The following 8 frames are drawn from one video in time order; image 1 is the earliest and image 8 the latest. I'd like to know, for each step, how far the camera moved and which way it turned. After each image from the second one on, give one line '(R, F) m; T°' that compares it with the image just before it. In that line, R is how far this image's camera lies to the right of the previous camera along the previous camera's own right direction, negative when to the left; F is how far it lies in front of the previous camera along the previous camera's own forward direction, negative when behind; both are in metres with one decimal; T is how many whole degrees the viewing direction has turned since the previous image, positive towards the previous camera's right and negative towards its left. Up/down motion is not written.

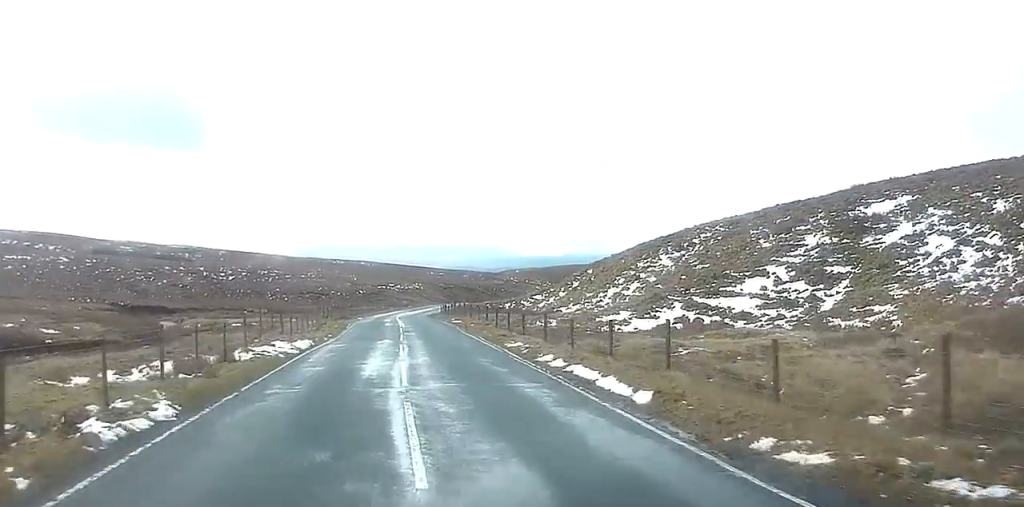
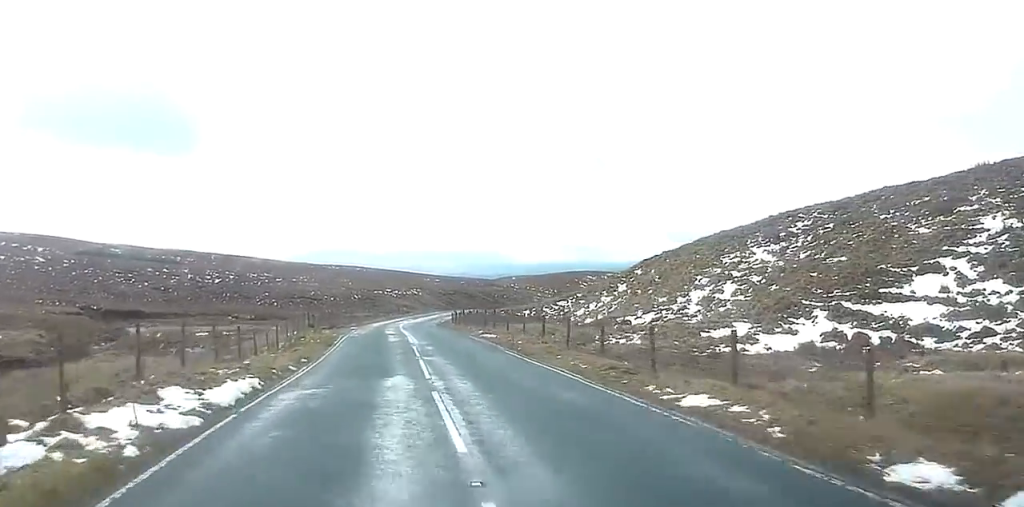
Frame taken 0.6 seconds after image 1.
(+0.3, +15.0) m; +1°
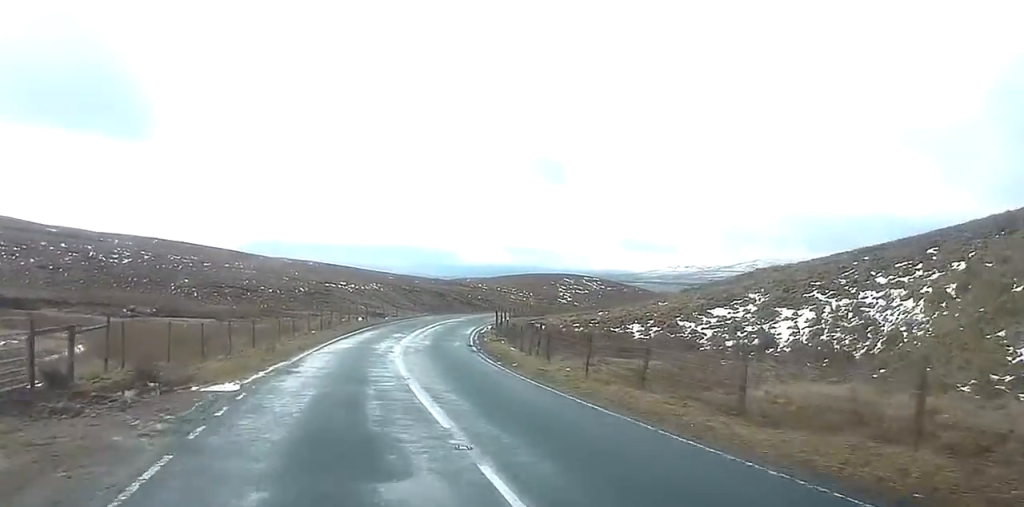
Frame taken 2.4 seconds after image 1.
(+1.5, +48.0) m; +4°
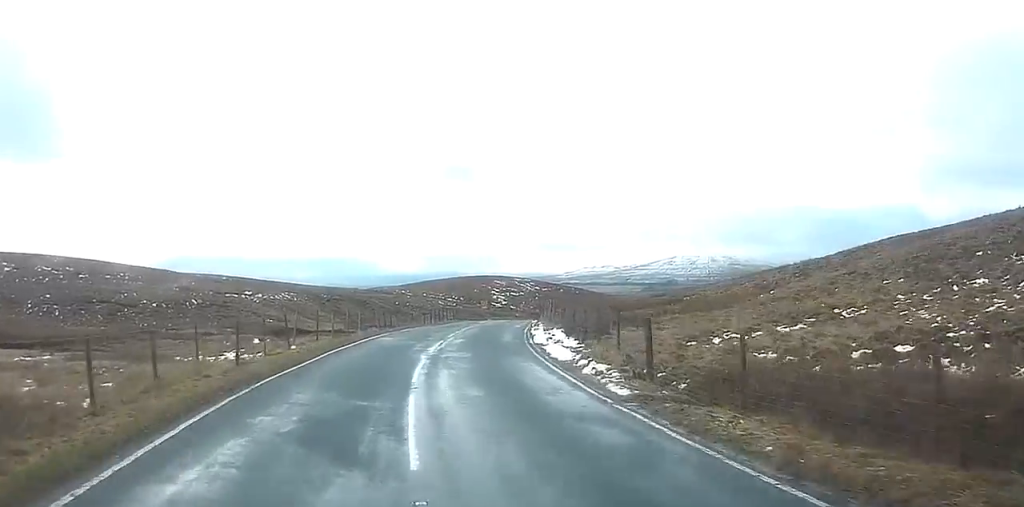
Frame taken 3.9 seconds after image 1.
(+1.1, +35.7) m; +5°
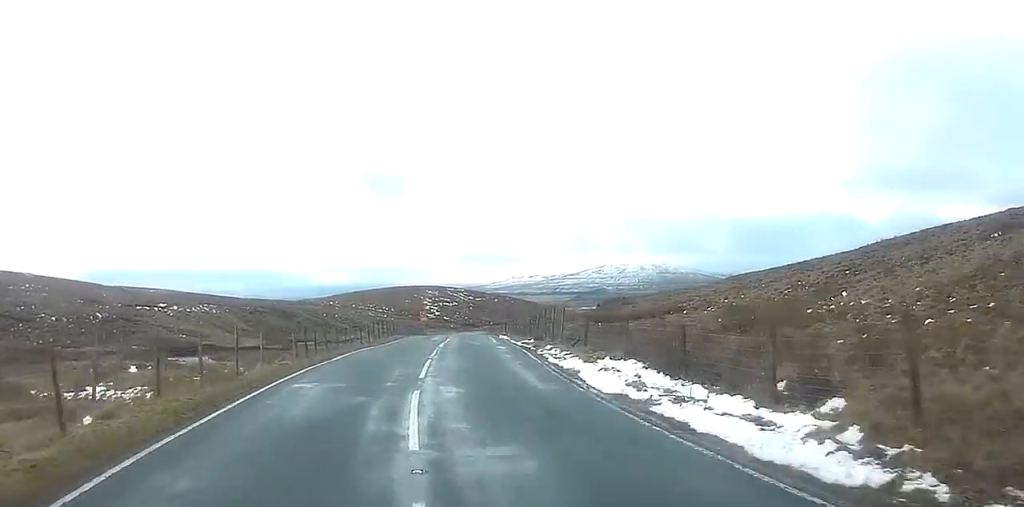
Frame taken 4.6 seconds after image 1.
(+0.5, +15.1) m; +3°
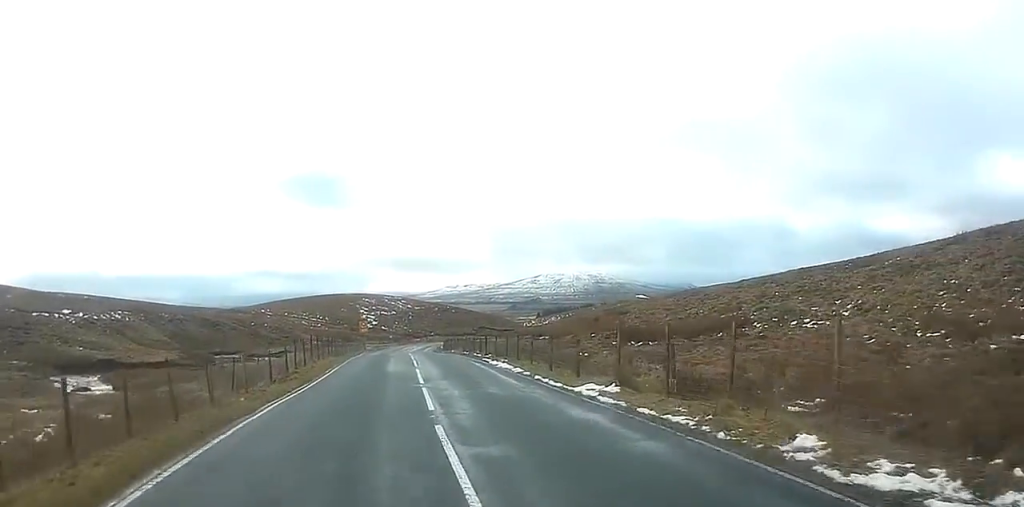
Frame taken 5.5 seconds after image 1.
(+0.7, +19.0) m; +4°
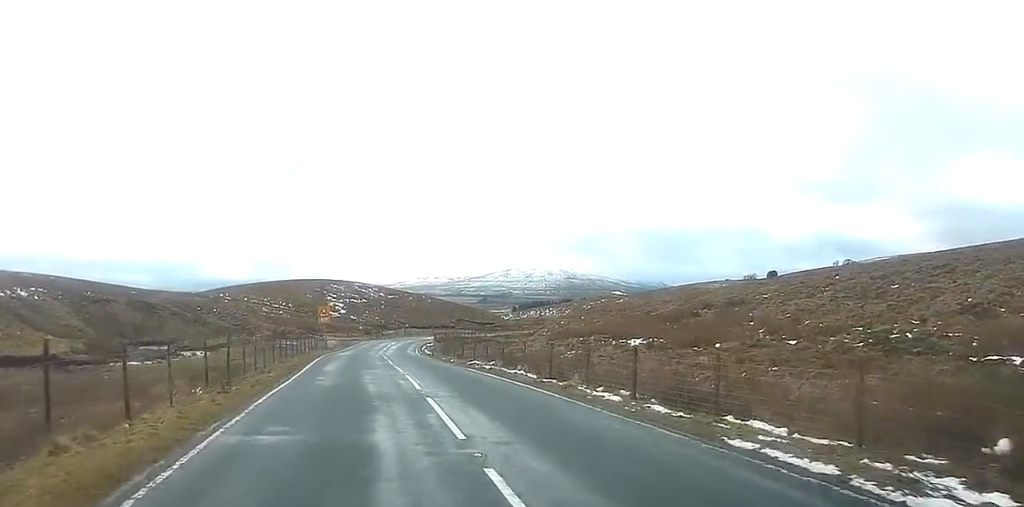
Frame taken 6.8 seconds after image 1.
(+1.3, +29.2) m; +4°
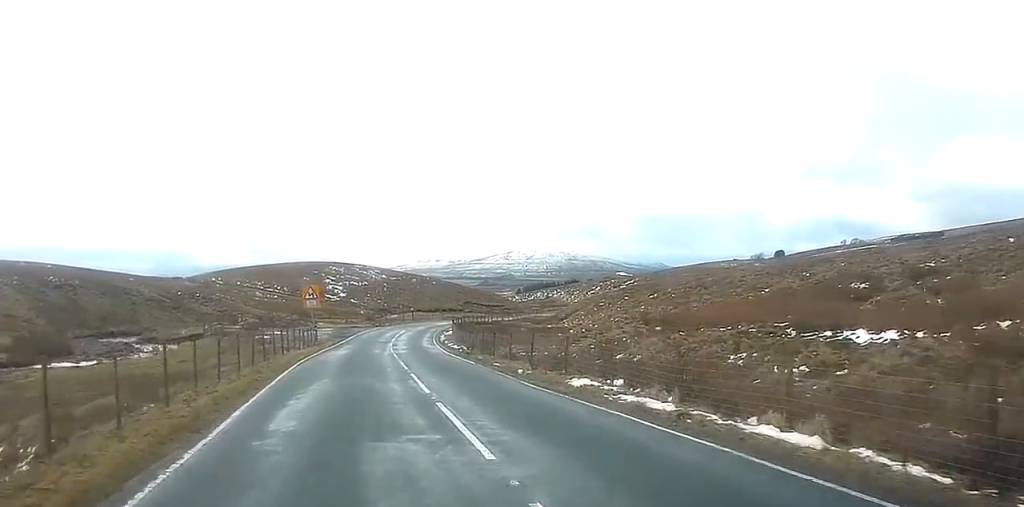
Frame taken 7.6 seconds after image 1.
(+0.2, +17.8) m; +1°
